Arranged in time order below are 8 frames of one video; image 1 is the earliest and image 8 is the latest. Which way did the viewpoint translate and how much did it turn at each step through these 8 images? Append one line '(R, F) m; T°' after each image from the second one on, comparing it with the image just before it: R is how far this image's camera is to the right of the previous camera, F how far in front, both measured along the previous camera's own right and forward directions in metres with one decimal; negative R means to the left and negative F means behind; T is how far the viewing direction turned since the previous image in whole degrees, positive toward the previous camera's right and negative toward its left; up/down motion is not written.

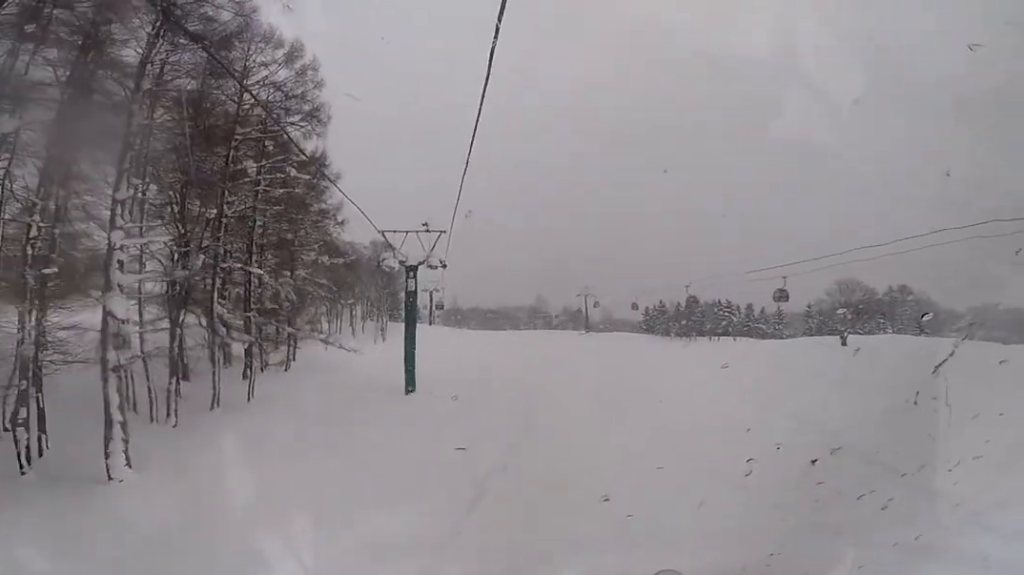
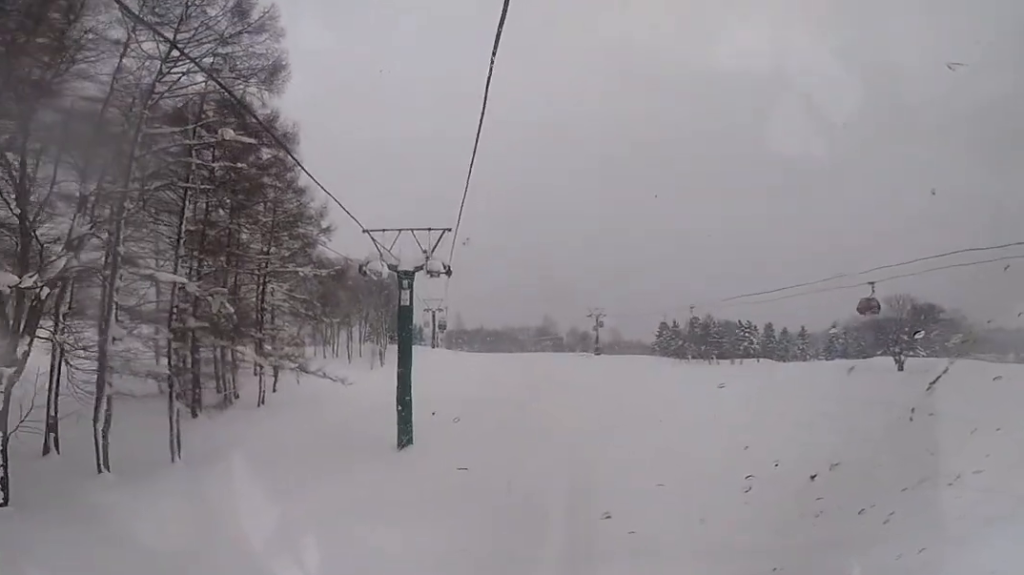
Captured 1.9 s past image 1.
(0.0, +7.3) m; 0°
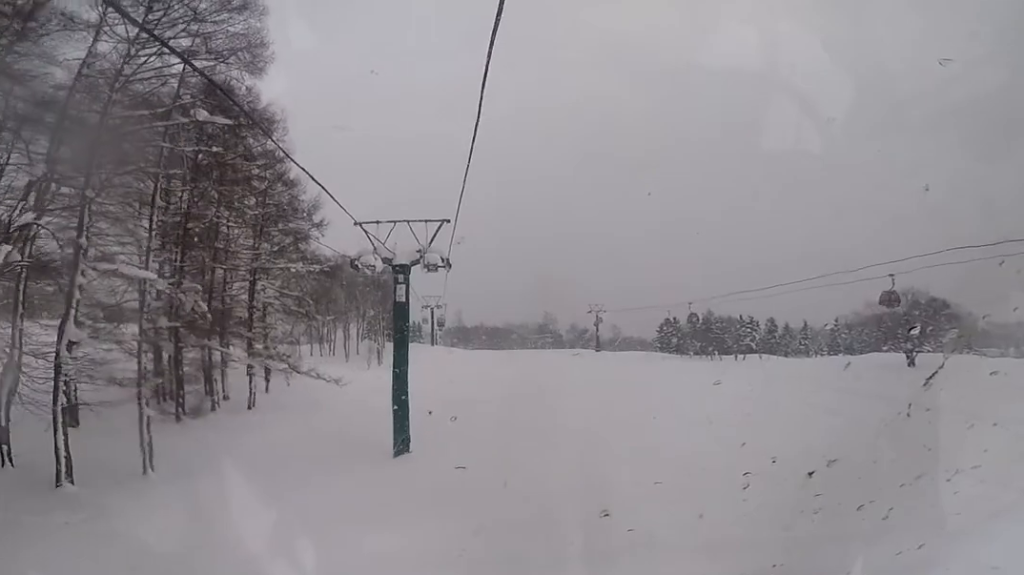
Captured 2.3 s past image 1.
(0.0, +1.6) m; 0°
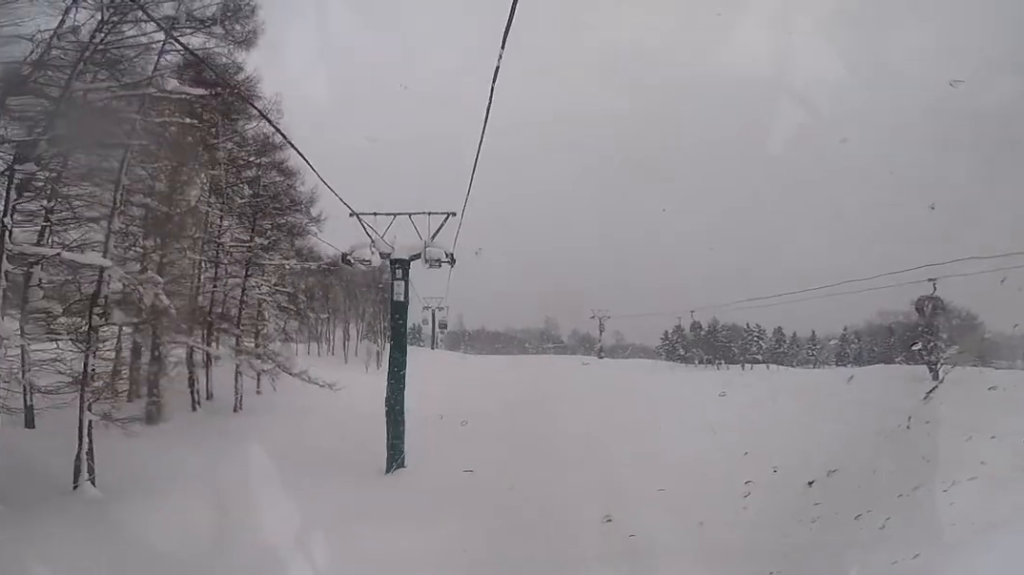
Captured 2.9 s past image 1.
(0.0, +2.3) m; 0°
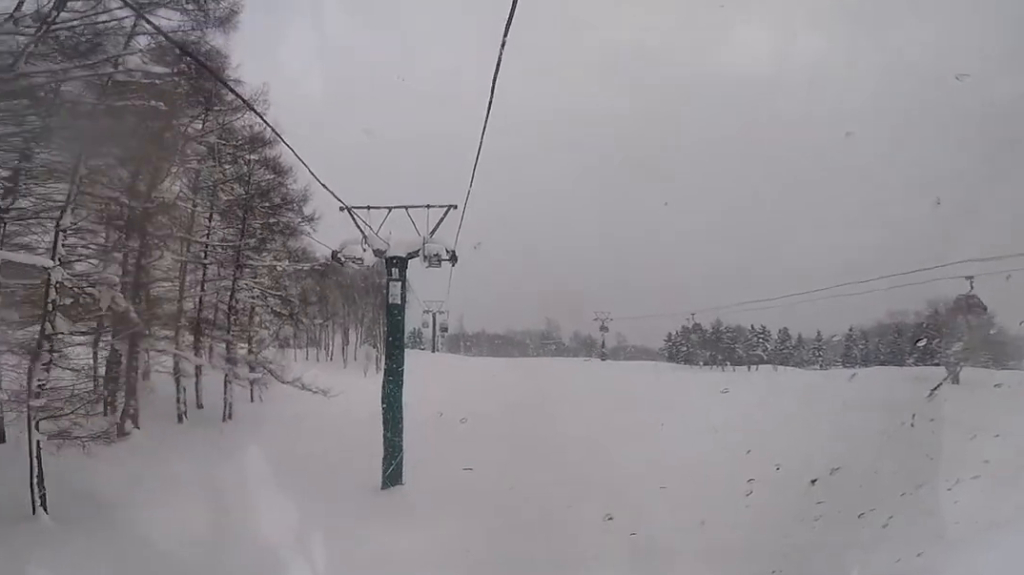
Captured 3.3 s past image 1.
(0.0, +1.7) m; 0°
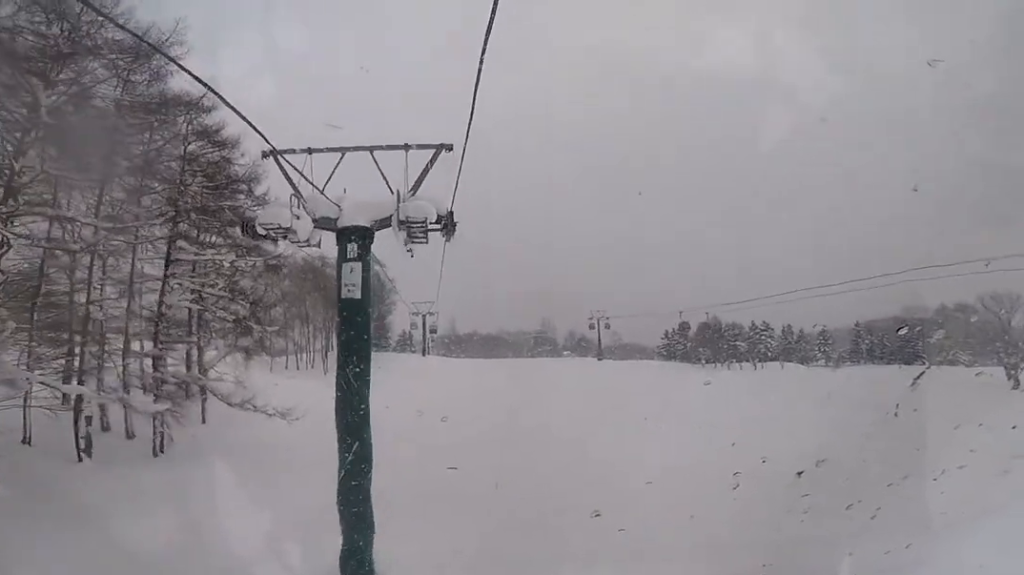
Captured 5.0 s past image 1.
(0.0, +6.5) m; 0°
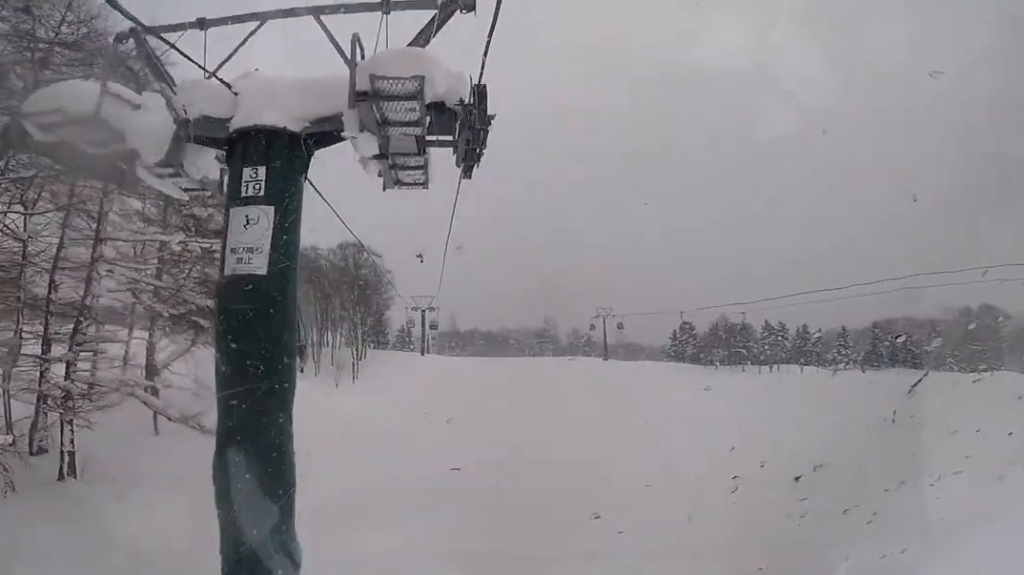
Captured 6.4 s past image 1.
(0.0, +5.7) m; +2°
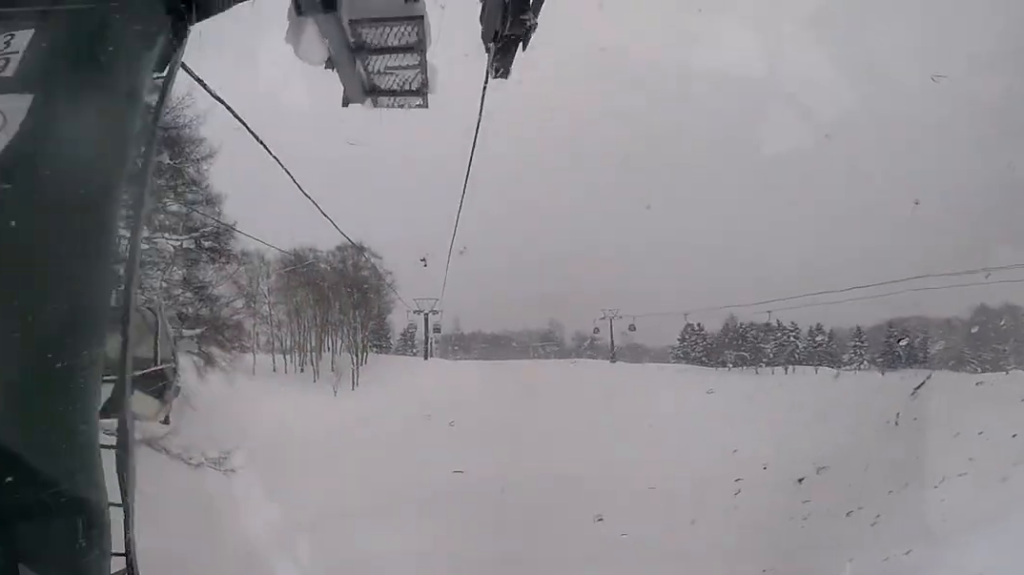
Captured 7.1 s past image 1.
(+0.1, +2.9) m; +5°
